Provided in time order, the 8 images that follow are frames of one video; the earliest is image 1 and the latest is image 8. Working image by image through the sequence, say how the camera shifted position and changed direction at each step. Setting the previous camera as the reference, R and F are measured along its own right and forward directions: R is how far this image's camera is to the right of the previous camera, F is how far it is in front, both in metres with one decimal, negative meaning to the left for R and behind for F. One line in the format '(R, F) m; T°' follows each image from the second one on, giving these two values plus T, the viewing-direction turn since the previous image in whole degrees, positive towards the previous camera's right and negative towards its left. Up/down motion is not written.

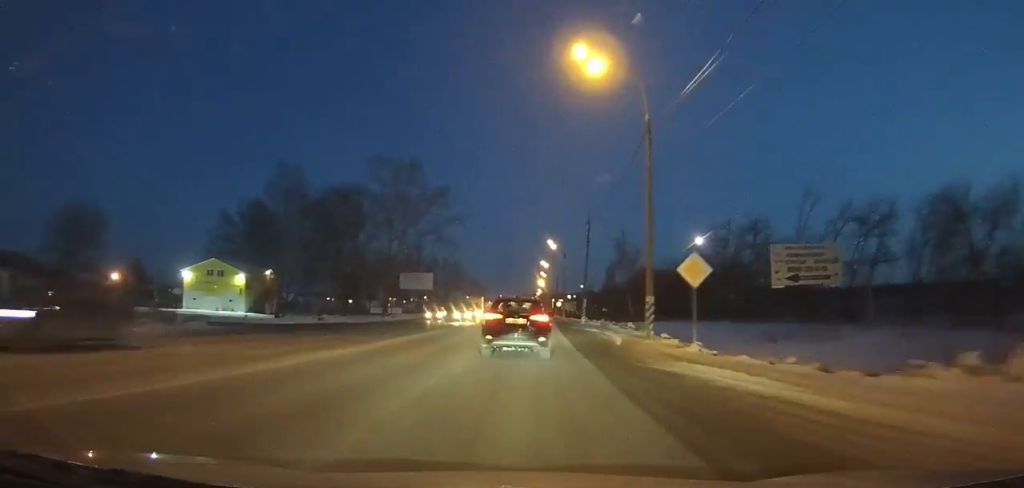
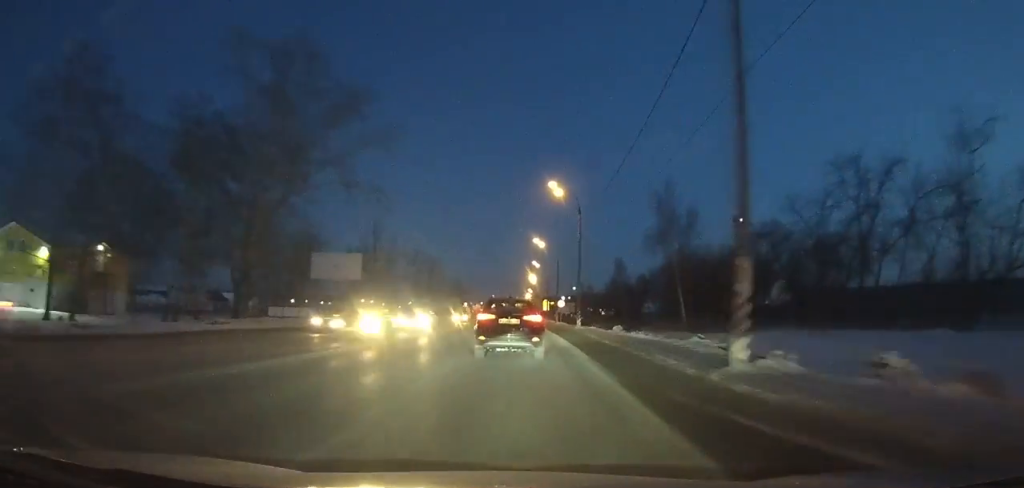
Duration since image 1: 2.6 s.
(+0.4, +40.6) m; +1°
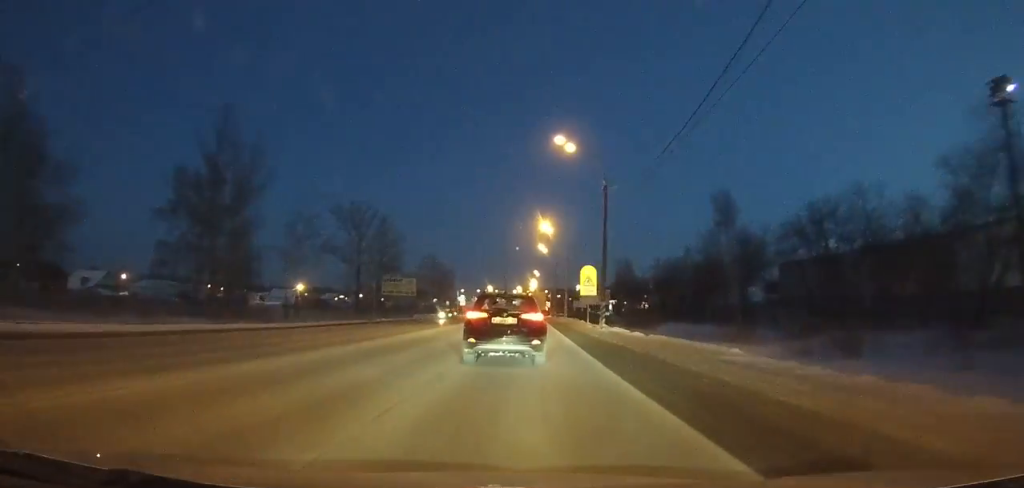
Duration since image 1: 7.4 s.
(0.0, +73.9) m; 0°
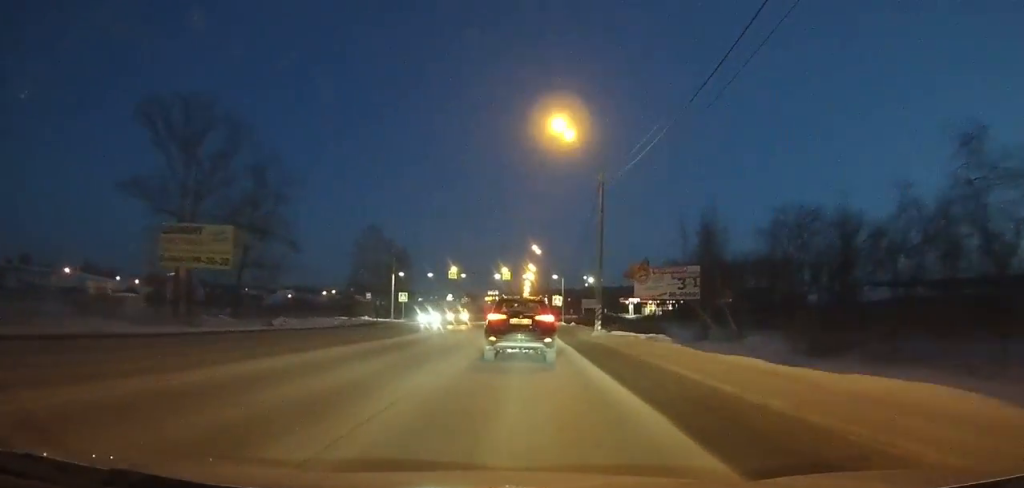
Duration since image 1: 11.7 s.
(0.0, +65.2) m; 0°
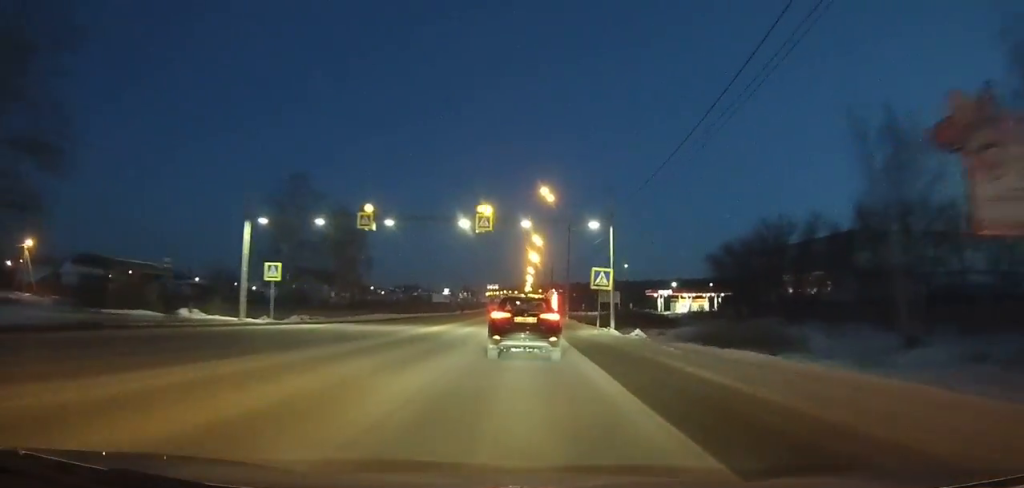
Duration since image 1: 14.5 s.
(+0.2, +42.5) m; 0°
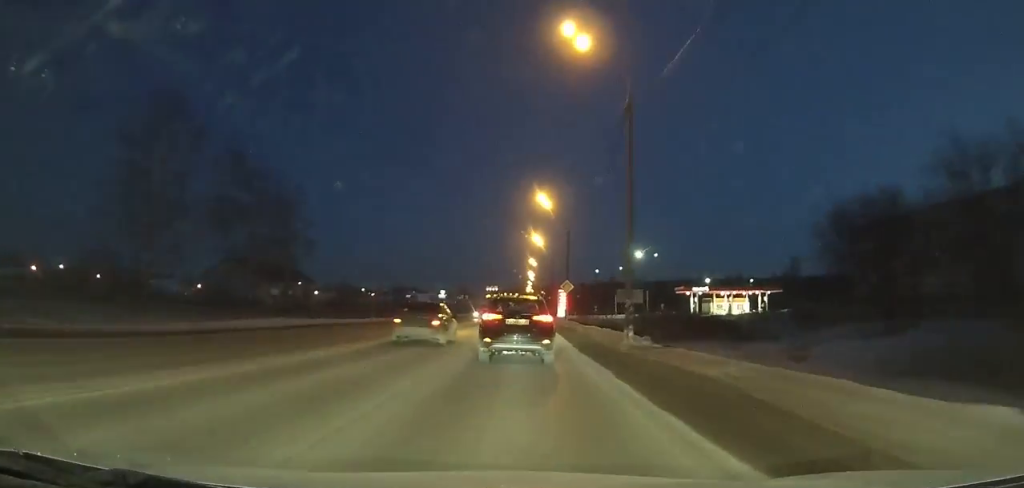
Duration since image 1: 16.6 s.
(+0.1, +32.0) m; 0°
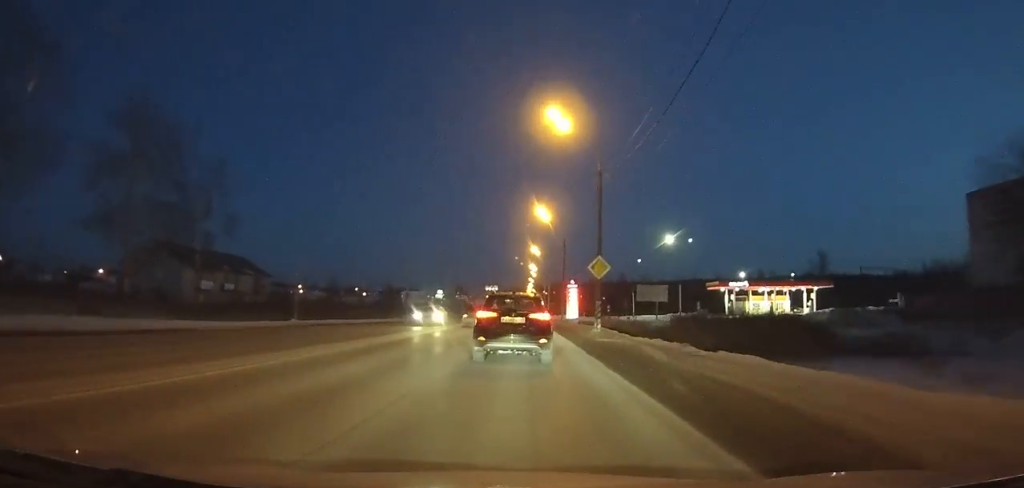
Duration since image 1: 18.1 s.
(+0.1, +23.0) m; 0°
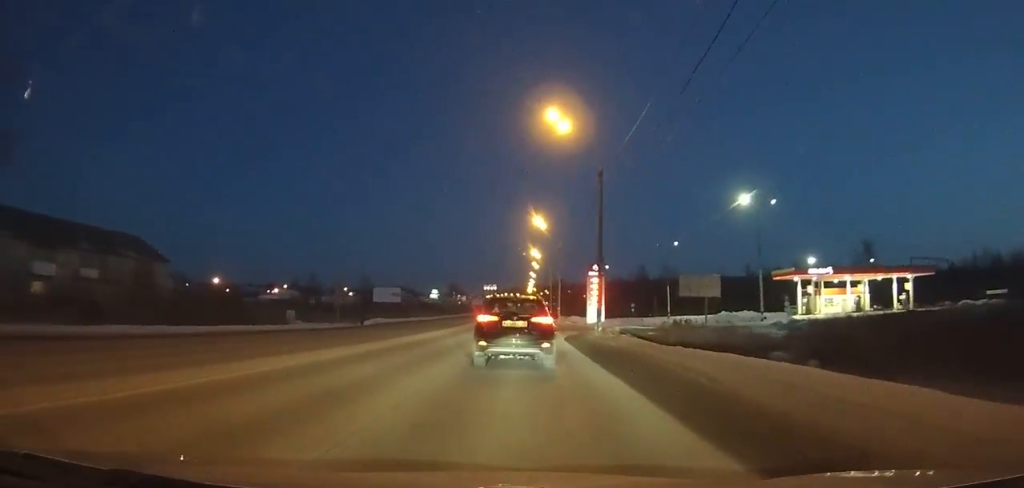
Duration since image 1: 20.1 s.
(-0.2, +30.8) m; 0°
